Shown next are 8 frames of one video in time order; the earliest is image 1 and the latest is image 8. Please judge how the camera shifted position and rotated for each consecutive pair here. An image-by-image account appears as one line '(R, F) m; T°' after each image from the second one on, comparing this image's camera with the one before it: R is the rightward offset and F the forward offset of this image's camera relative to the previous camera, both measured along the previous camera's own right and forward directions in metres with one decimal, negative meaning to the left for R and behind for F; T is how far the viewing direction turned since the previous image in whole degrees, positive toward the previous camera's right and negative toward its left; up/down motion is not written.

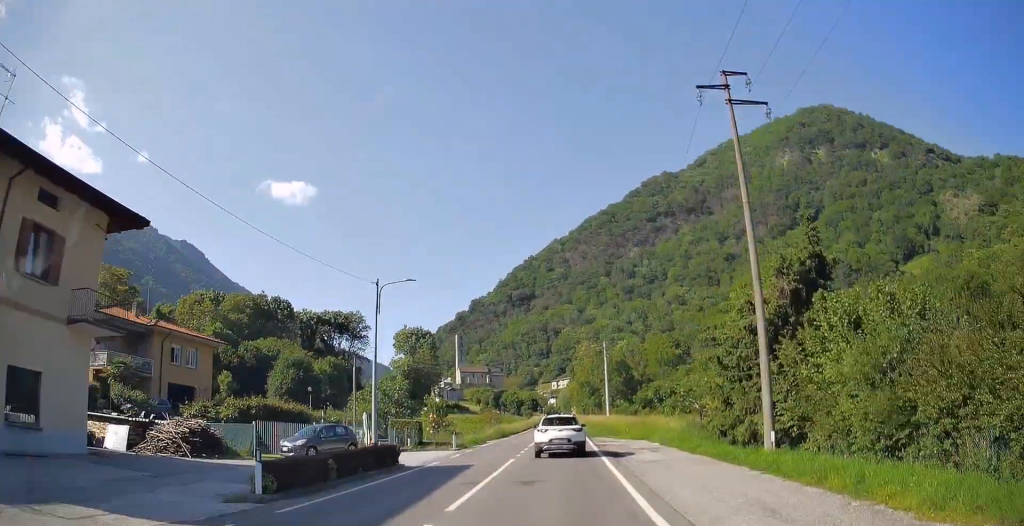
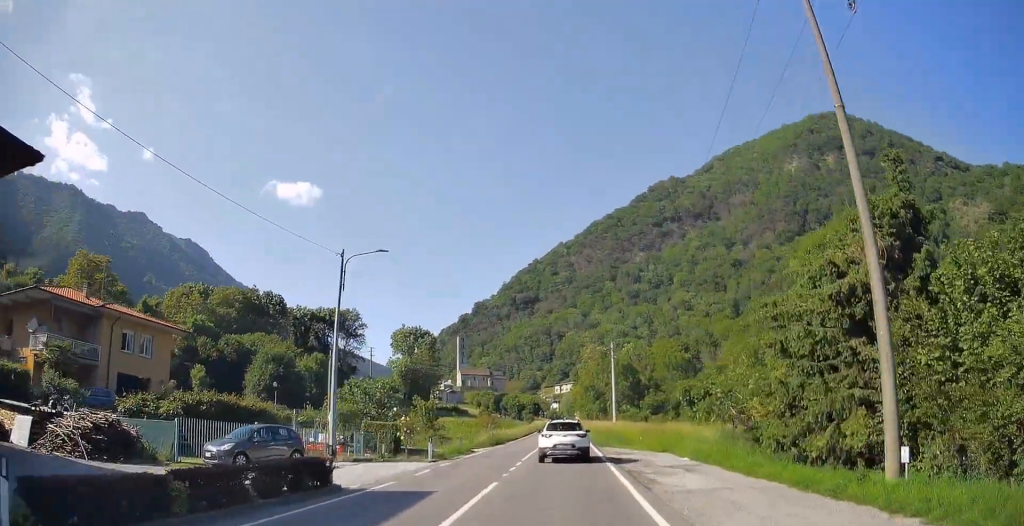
(-0.1, +6.2) m; -1°
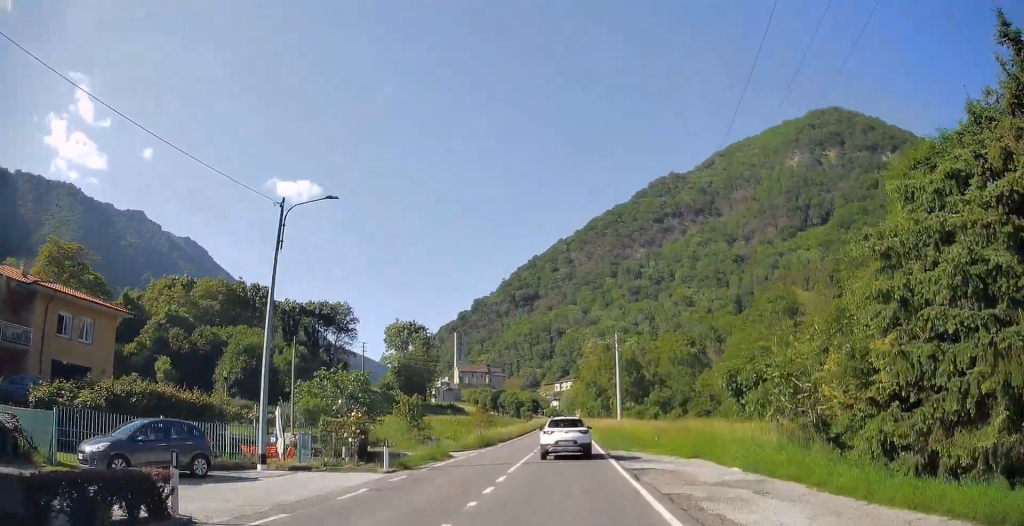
(-0.1, +6.2) m; -1°
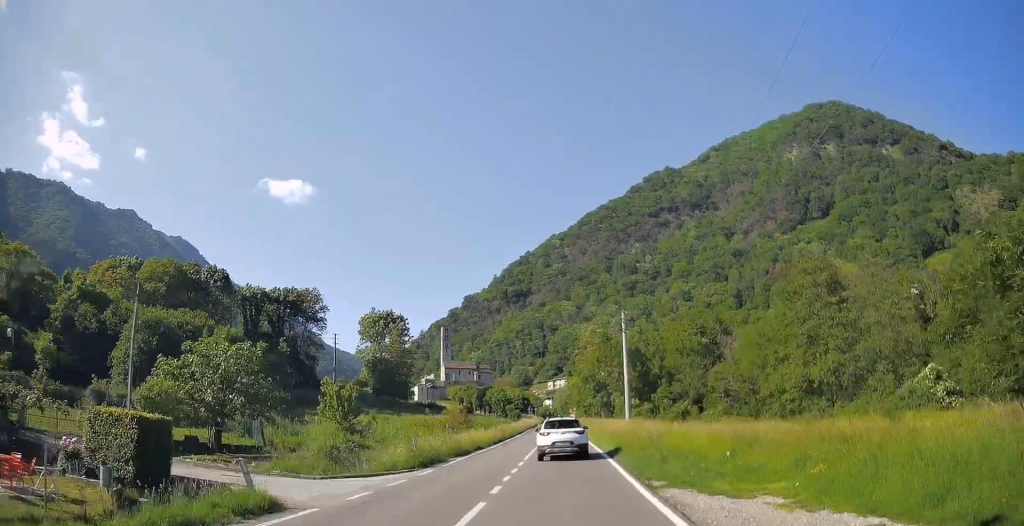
(-0.3, +15.3) m; +1°
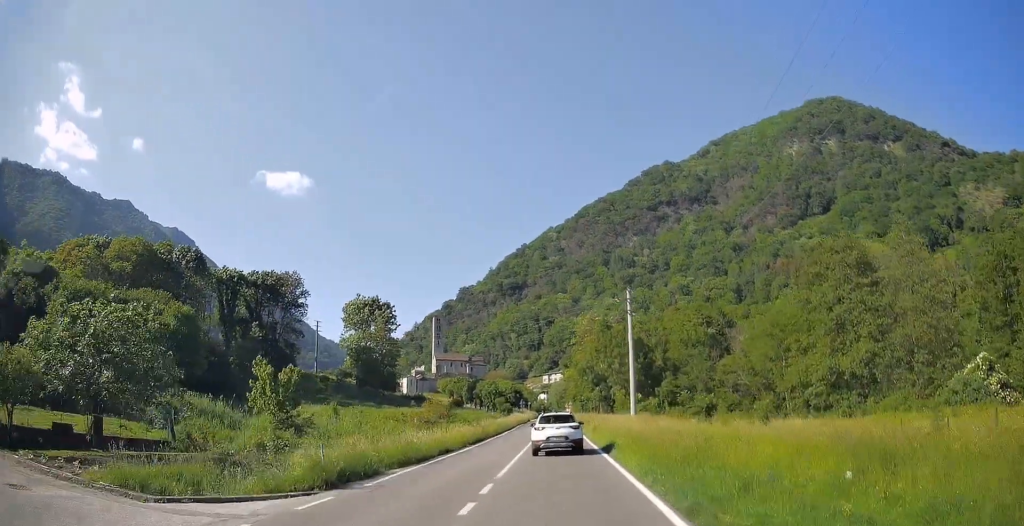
(+0.3, +8.1) m; -1°
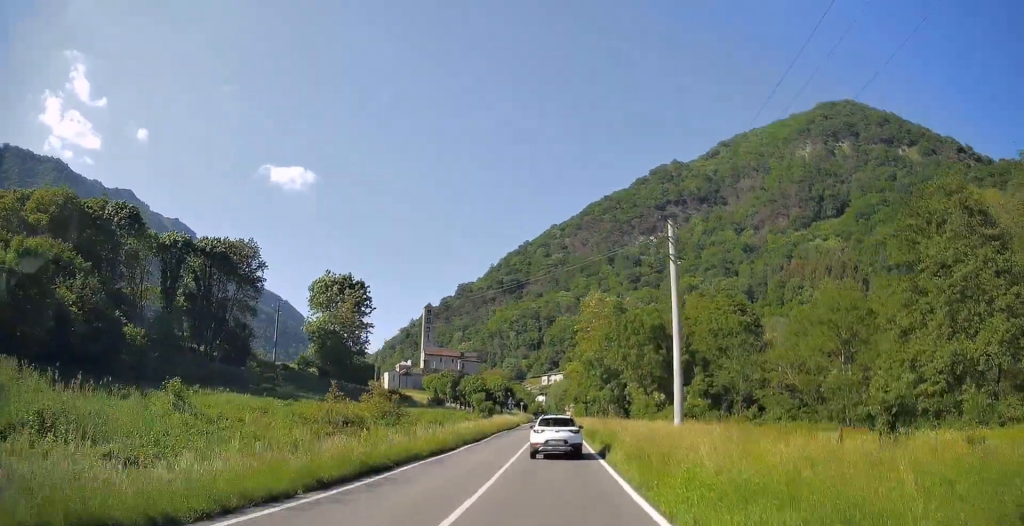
(-0.8, +20.4) m; -1°
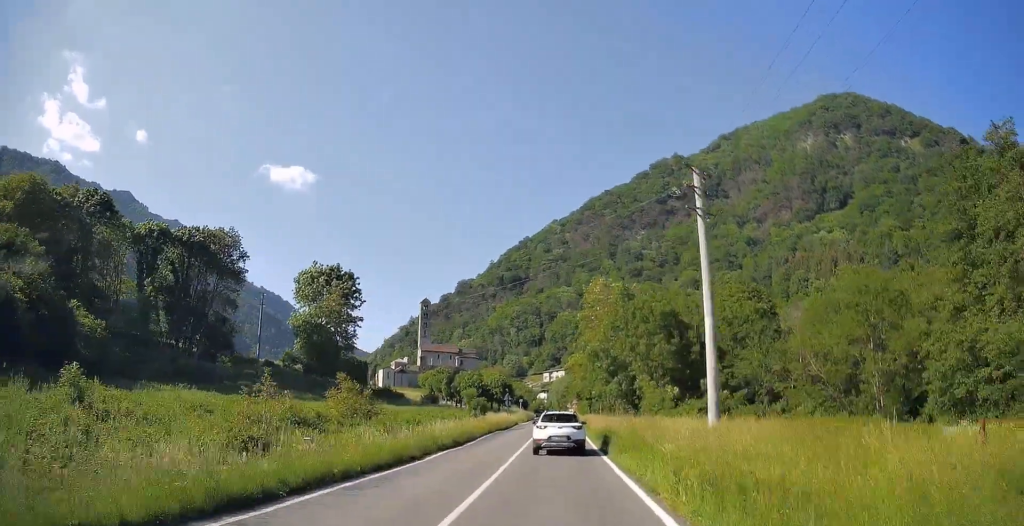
(+0.5, +6.6) m; +1°
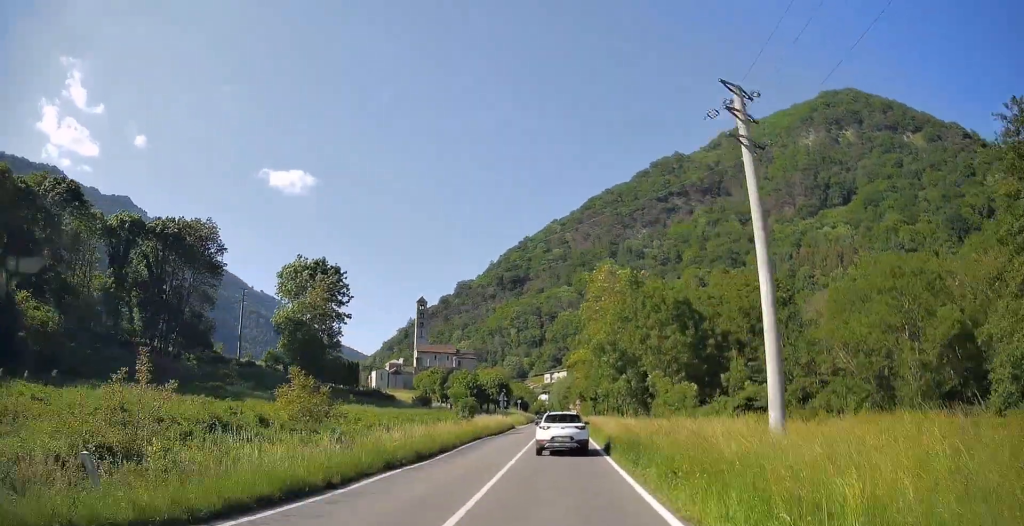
(+0.4, +7.0) m; +1°
